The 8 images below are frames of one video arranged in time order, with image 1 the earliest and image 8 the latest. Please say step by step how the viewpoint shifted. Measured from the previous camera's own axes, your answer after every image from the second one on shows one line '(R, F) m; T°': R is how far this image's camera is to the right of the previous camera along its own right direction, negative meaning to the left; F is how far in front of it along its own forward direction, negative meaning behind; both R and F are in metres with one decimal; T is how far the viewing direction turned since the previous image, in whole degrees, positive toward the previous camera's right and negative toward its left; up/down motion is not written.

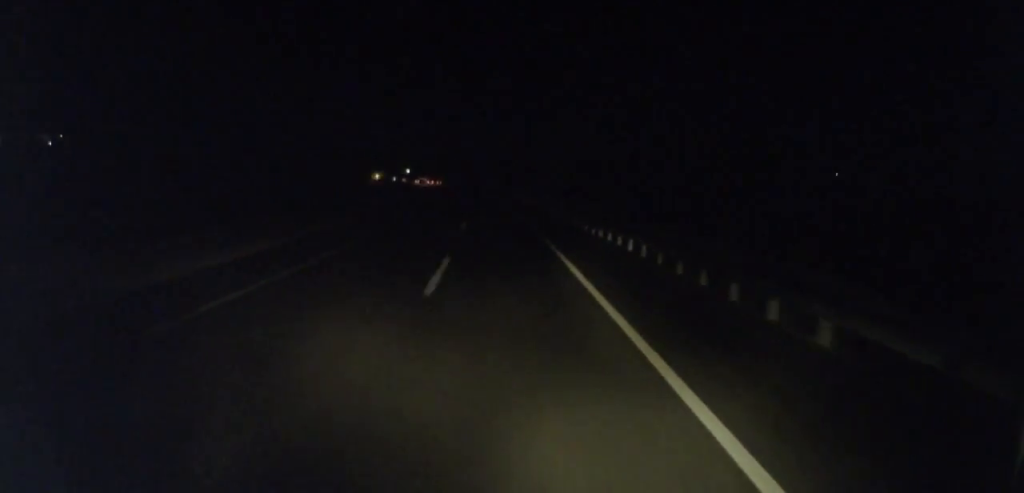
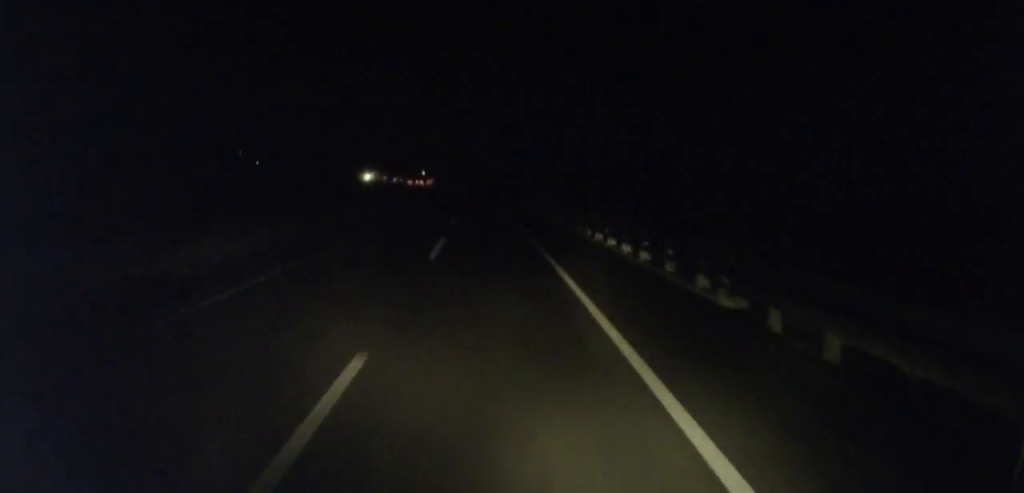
(-1.7, +44.5) m; -2°
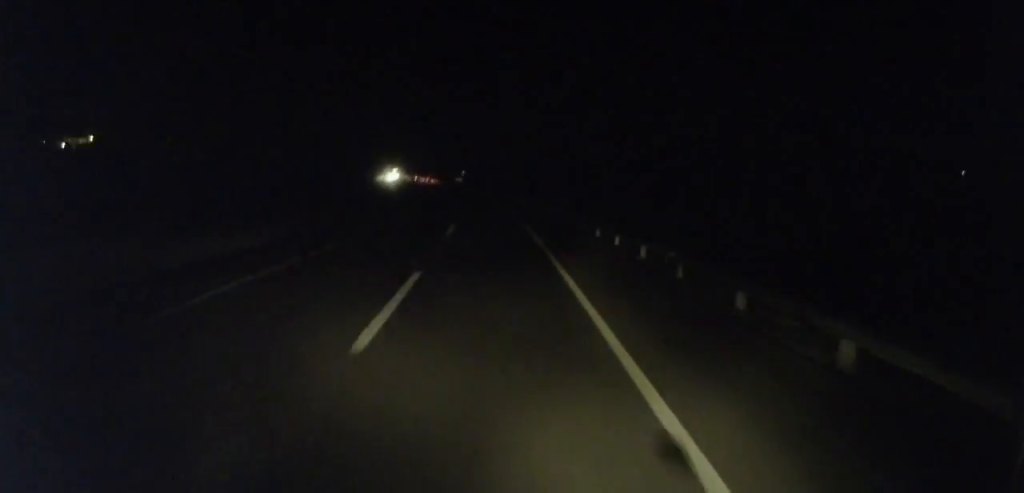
(-1.6, +60.3) m; -2°
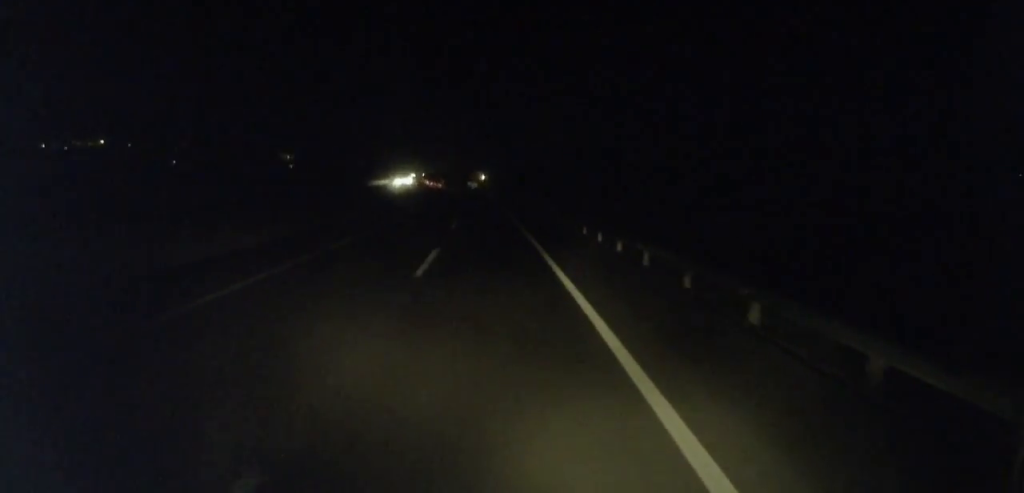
(+0.1, +44.4) m; -1°
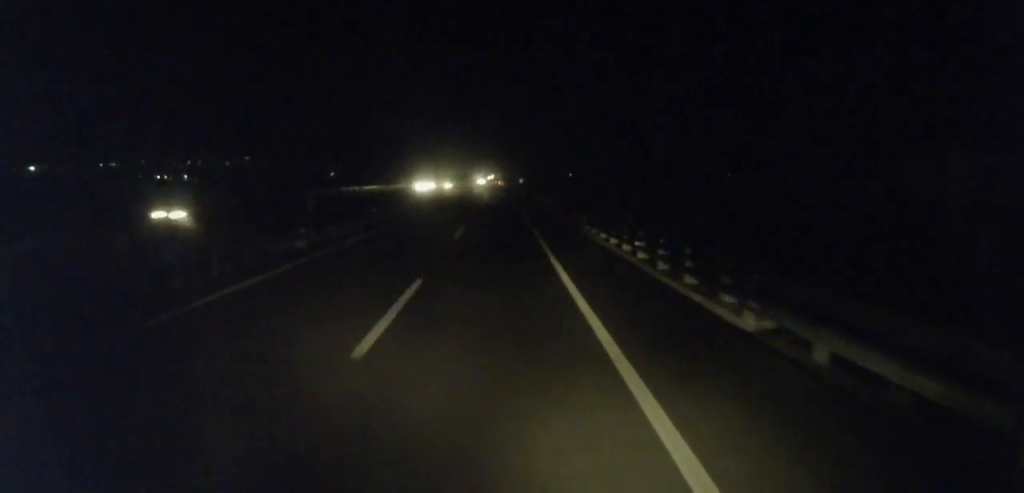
(-13.8, +173.3) m; -8°
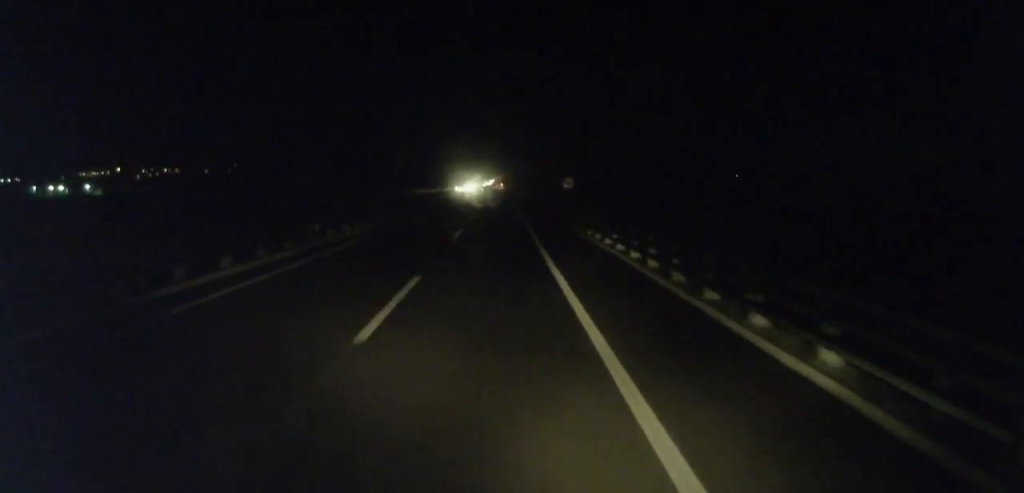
(-1.6, +133.5) m; 0°
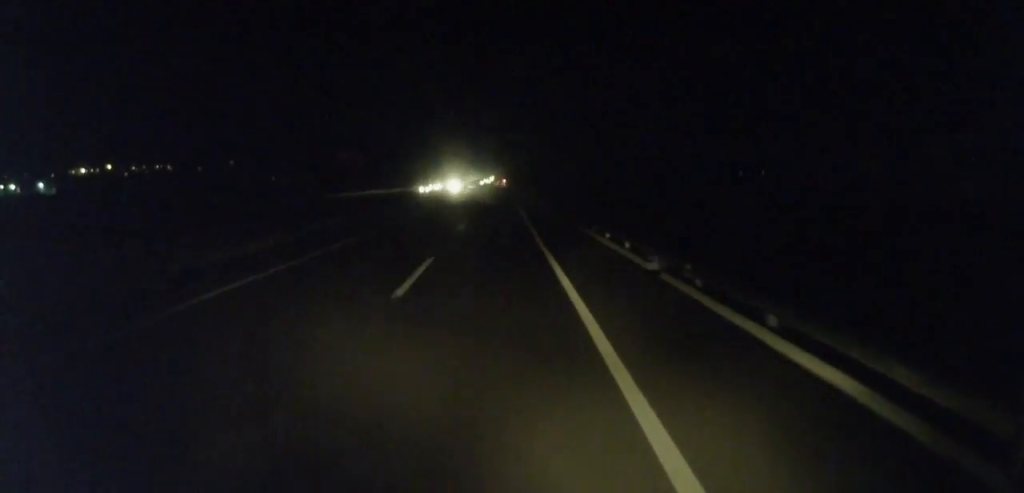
(+0.4, +47.9) m; 0°
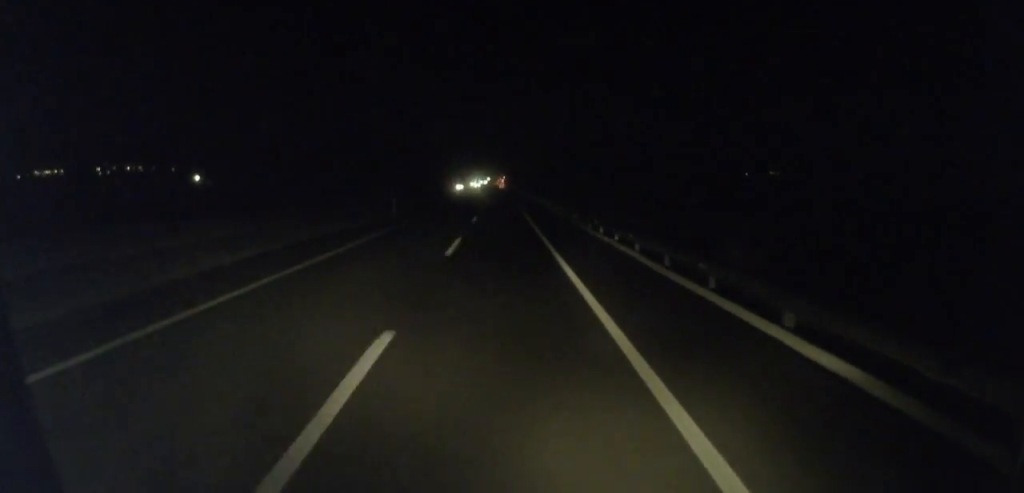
(+0.5, +128.0) m; 0°
